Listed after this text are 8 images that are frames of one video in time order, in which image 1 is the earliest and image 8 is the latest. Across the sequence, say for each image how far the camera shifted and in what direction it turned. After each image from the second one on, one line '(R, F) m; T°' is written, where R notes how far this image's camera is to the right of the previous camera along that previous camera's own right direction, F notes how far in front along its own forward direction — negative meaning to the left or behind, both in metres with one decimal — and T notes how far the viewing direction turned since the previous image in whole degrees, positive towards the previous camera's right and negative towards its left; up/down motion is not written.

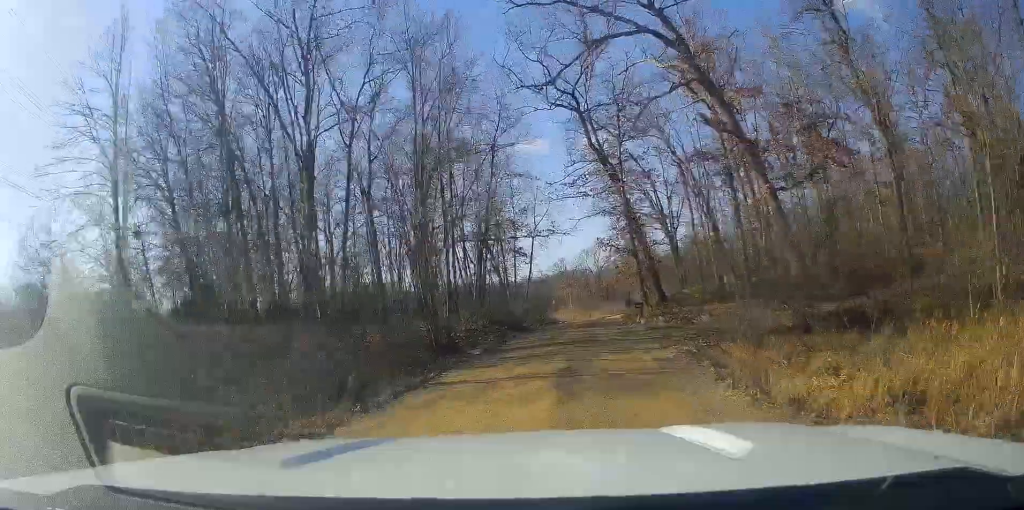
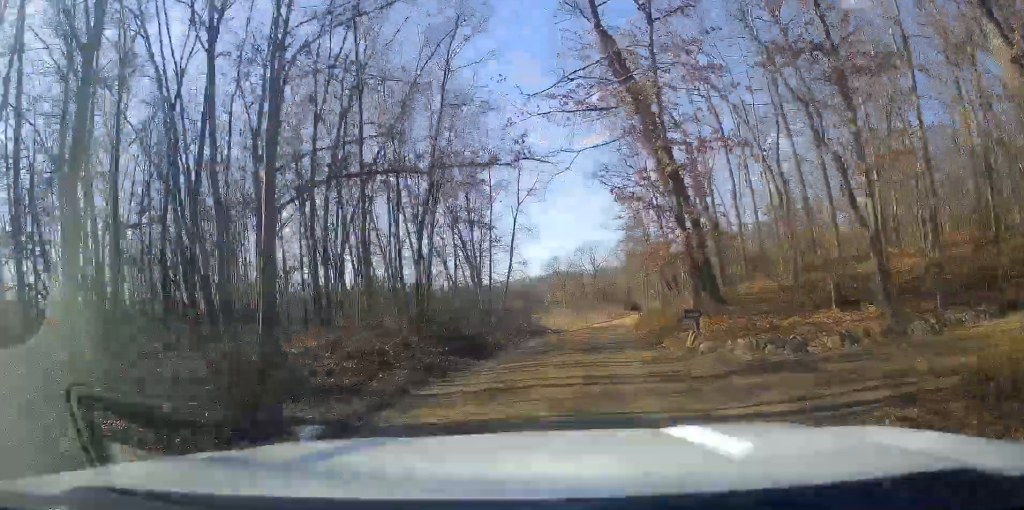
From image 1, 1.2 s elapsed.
(-0.2, +14.9) m; 0°
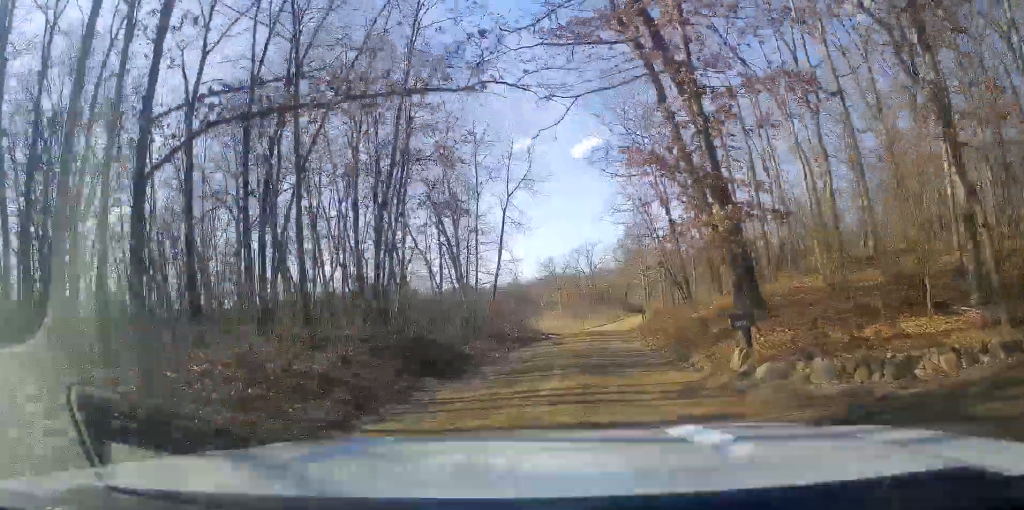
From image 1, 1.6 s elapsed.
(0.0, +5.0) m; 0°
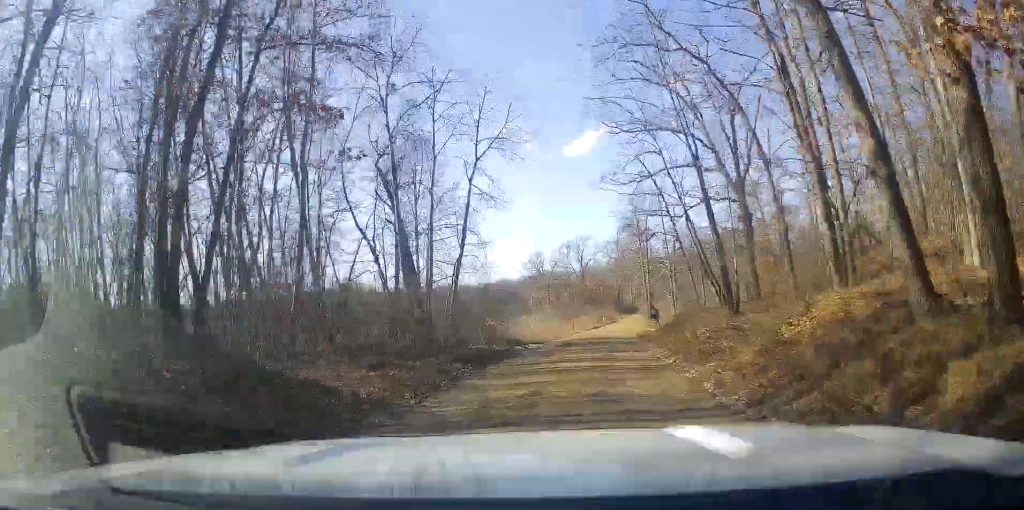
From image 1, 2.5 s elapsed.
(0.0, +10.7) m; 0°
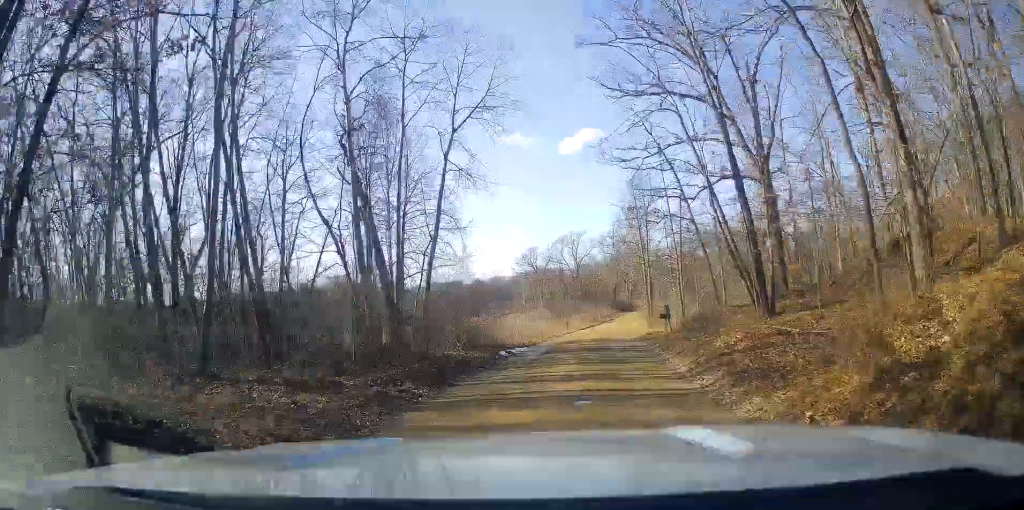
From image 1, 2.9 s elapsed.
(0.0, +5.0) m; +1°
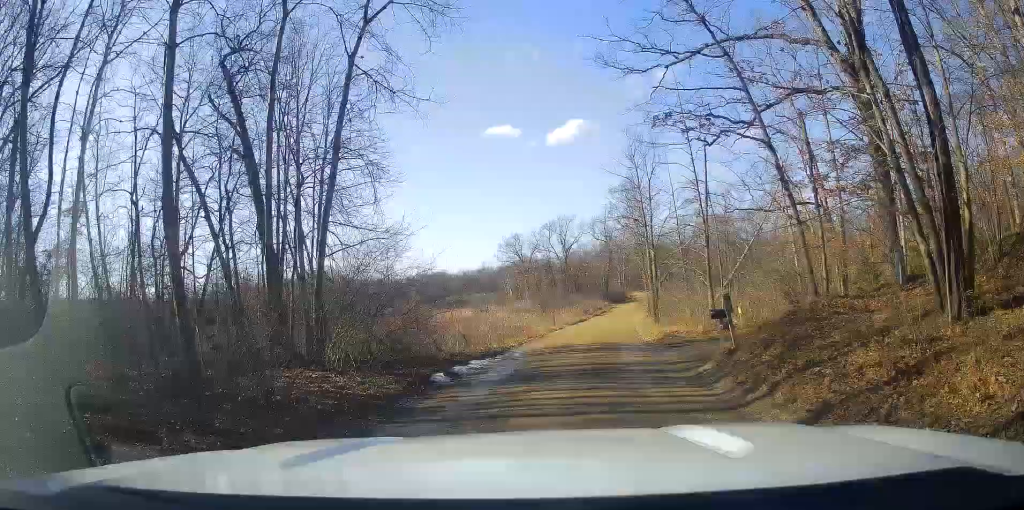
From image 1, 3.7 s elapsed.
(0.0, +10.9) m; +3°
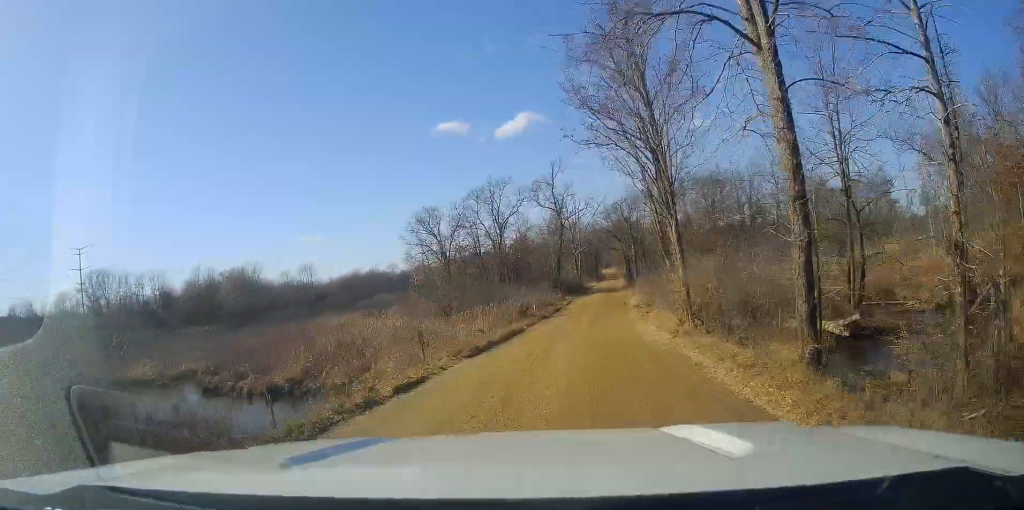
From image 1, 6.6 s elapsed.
(+0.7, +38.0) m; +6°
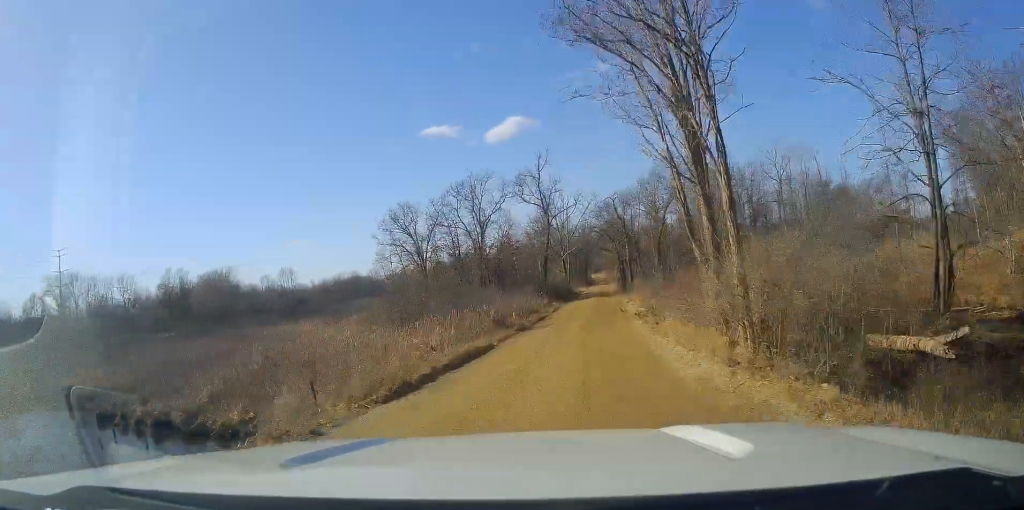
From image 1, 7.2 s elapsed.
(+0.8, +8.5) m; +1°
